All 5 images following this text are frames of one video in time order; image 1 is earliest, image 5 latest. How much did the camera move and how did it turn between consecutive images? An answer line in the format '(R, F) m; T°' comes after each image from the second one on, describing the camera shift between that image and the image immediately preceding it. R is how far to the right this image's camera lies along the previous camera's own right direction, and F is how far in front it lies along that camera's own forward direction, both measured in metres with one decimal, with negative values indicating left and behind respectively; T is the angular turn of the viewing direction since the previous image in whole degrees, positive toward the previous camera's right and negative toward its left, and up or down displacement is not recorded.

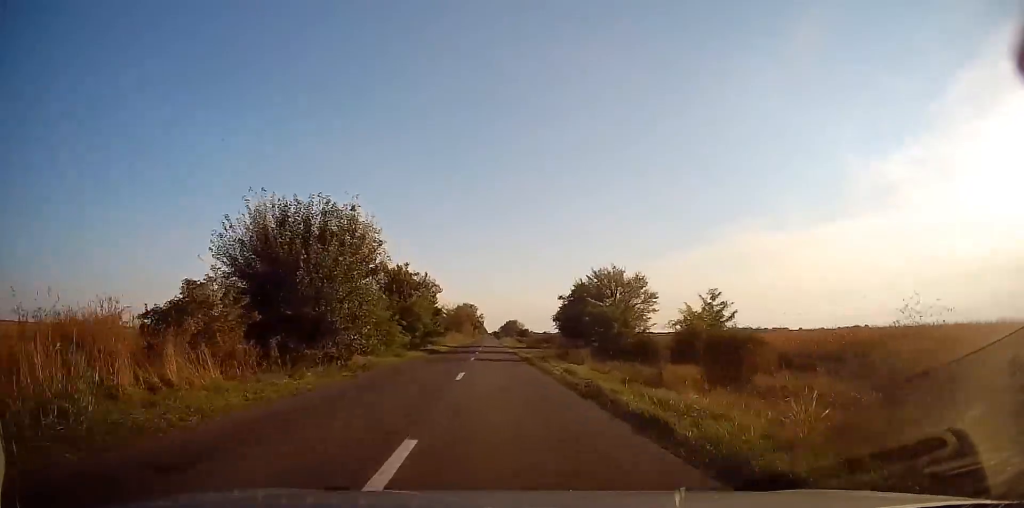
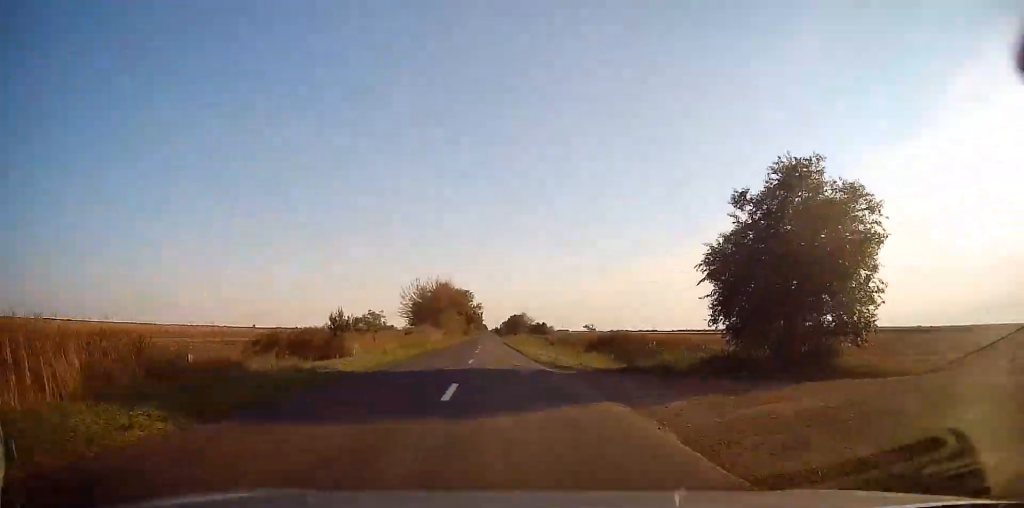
(-0.1, +53.0) m; 0°
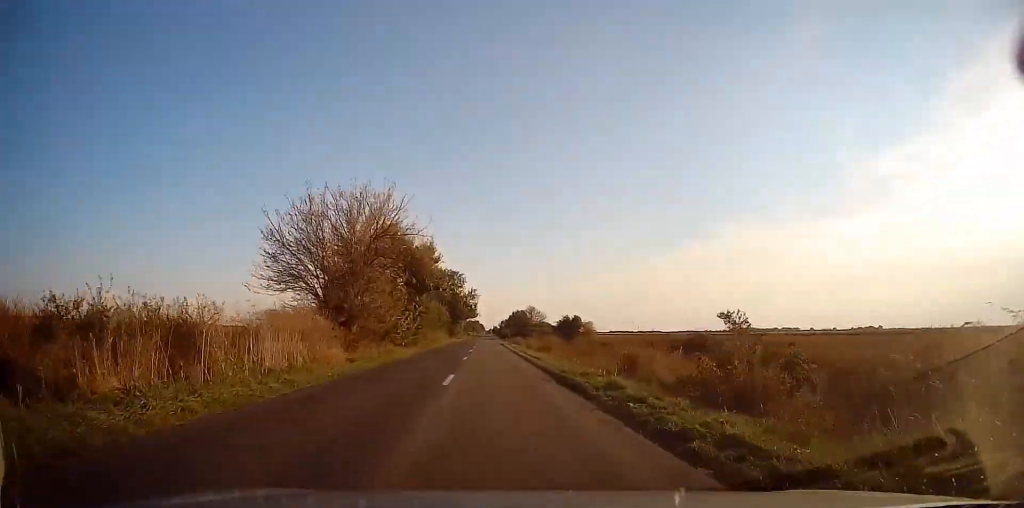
(0.0, +44.7) m; 0°
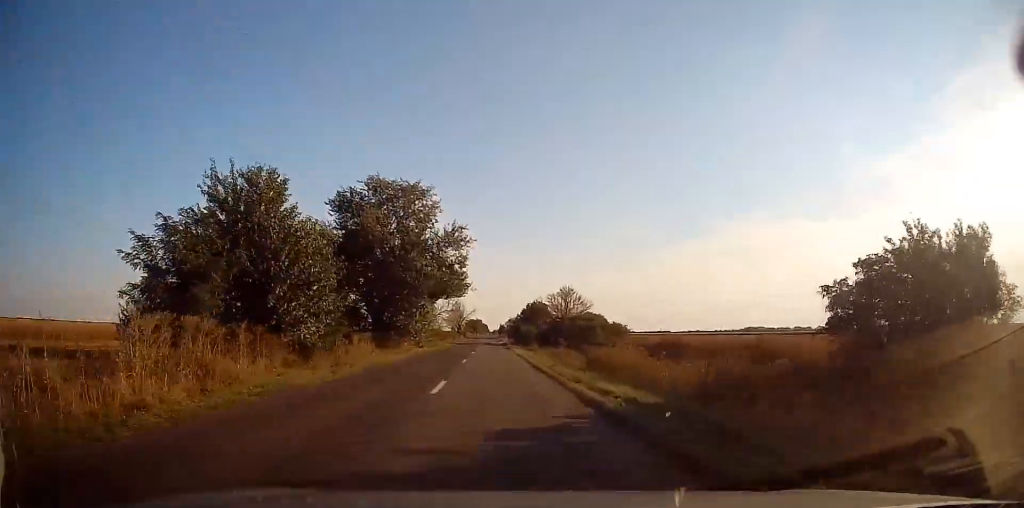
(+0.1, +60.3) m; 0°
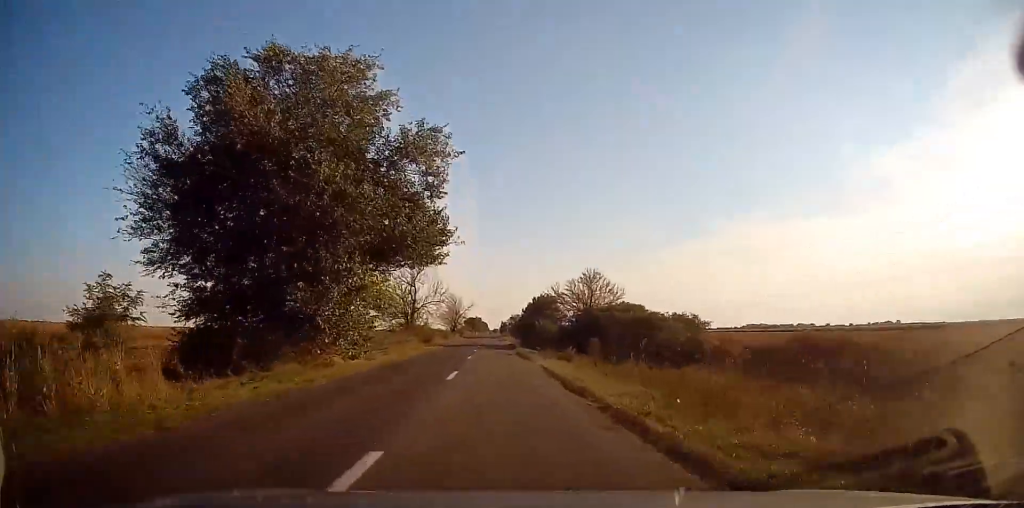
(-0.1, +20.6) m; 0°
